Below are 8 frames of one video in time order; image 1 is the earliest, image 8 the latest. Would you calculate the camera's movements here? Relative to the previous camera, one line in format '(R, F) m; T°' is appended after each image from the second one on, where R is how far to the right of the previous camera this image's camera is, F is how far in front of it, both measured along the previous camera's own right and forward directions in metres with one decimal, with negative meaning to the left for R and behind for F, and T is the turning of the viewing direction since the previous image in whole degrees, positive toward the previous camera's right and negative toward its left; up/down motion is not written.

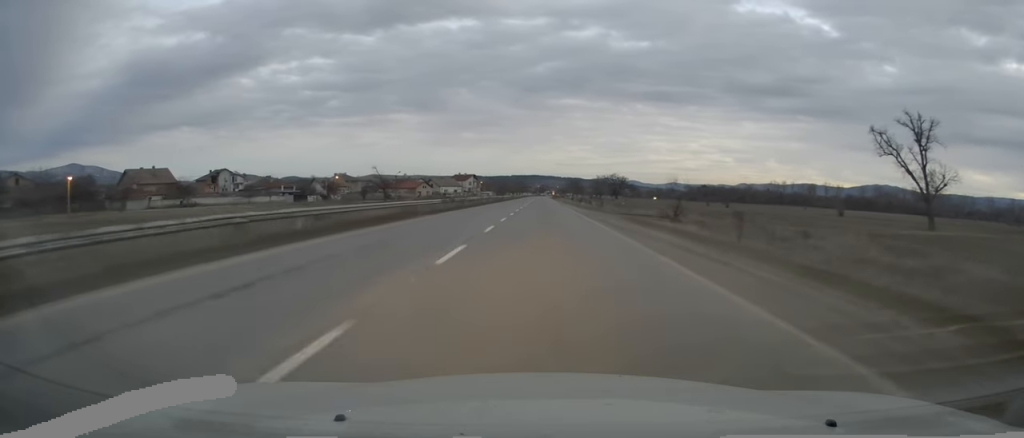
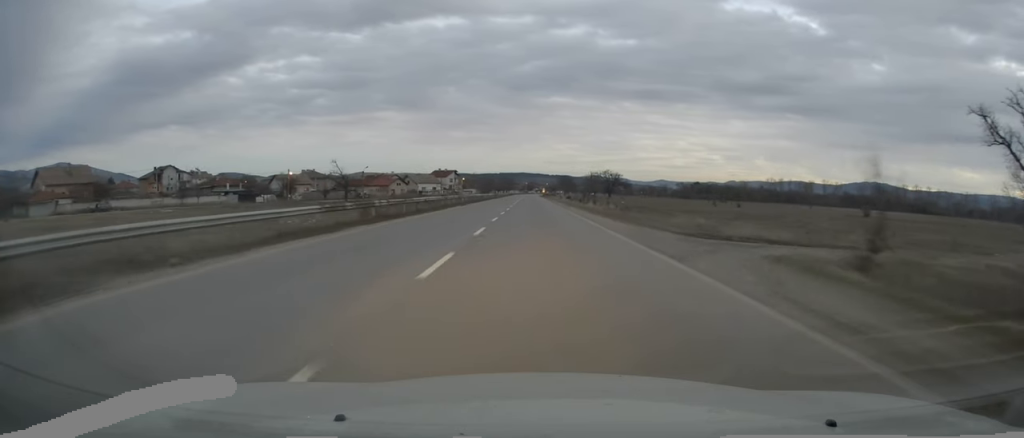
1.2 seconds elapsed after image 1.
(0.0, +24.5) m; 0°
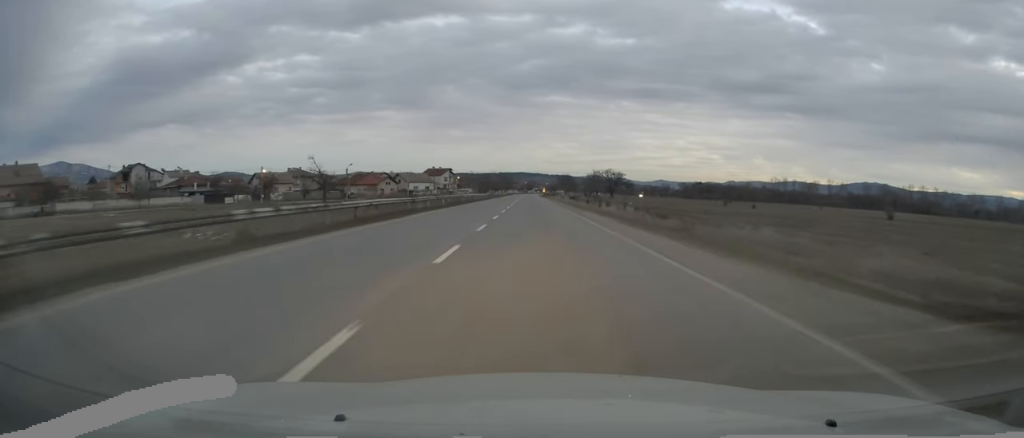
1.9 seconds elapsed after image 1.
(+0.1, +14.0) m; 0°
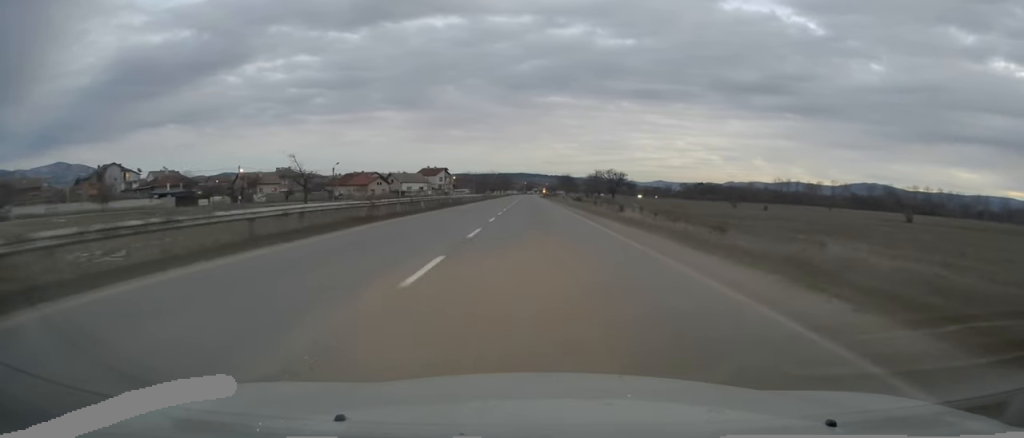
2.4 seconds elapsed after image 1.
(0.0, +10.0) m; 0°
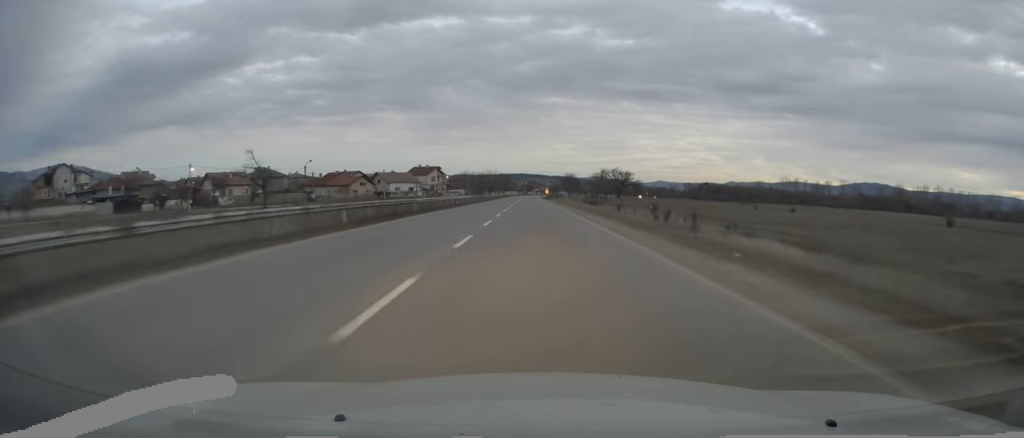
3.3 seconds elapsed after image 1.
(0.0, +18.0) m; 0°
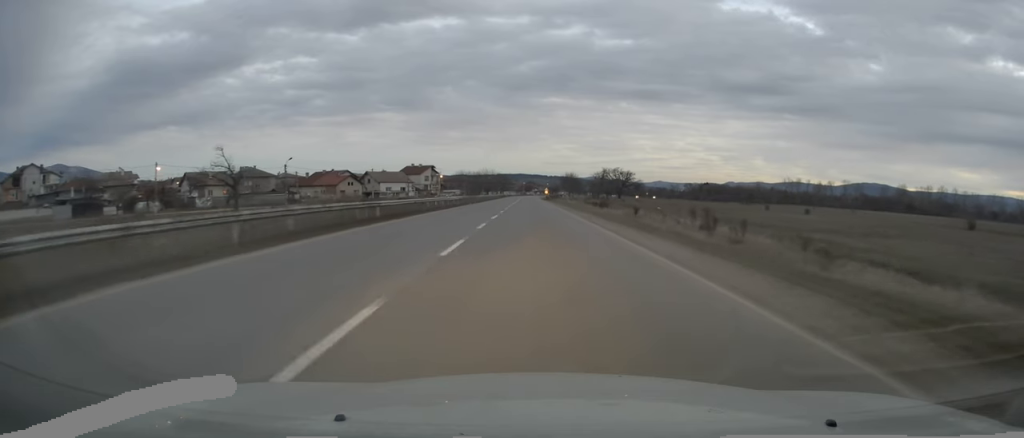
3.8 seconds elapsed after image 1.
(0.0, +9.4) m; 0°
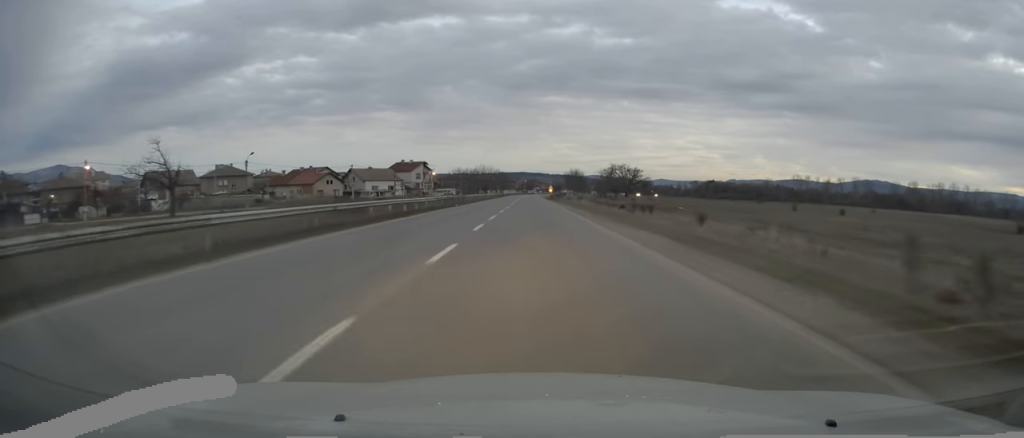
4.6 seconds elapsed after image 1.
(0.0, +16.8) m; 0°
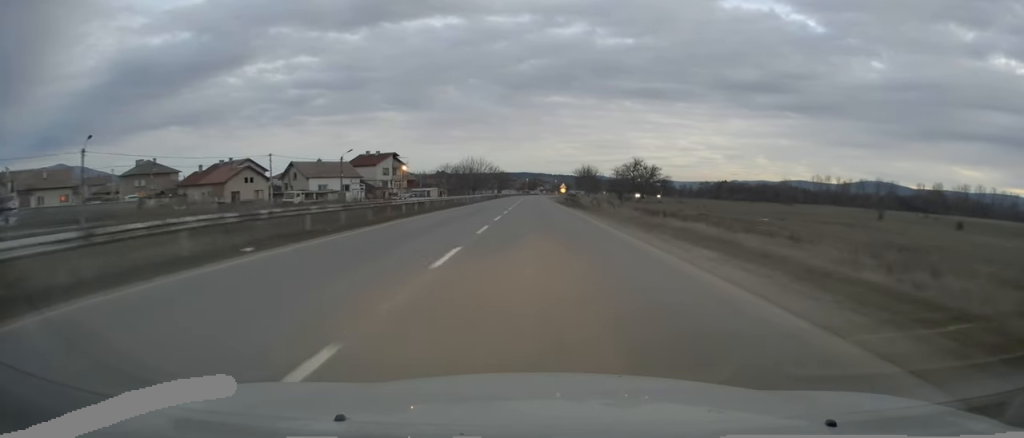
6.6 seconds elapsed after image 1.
(0.0, +39.6) m; 0°
